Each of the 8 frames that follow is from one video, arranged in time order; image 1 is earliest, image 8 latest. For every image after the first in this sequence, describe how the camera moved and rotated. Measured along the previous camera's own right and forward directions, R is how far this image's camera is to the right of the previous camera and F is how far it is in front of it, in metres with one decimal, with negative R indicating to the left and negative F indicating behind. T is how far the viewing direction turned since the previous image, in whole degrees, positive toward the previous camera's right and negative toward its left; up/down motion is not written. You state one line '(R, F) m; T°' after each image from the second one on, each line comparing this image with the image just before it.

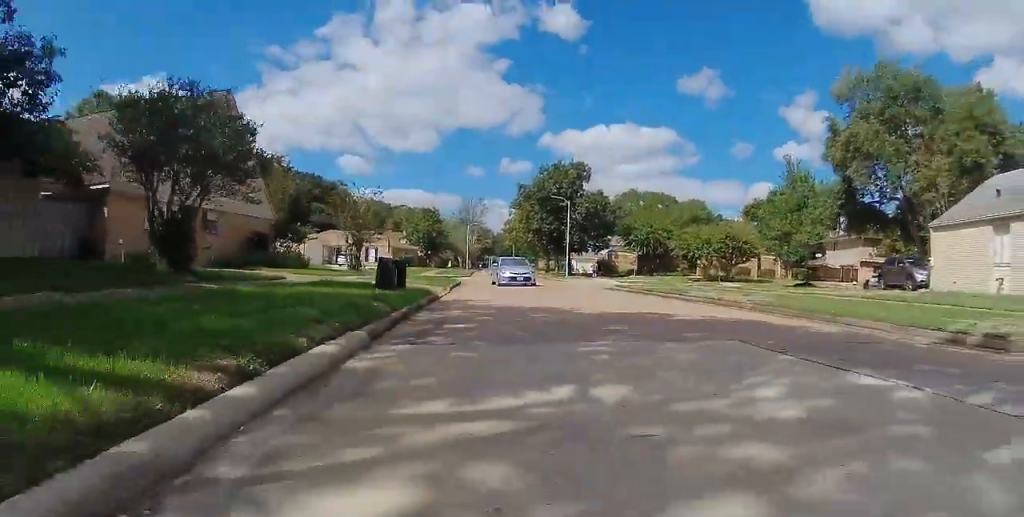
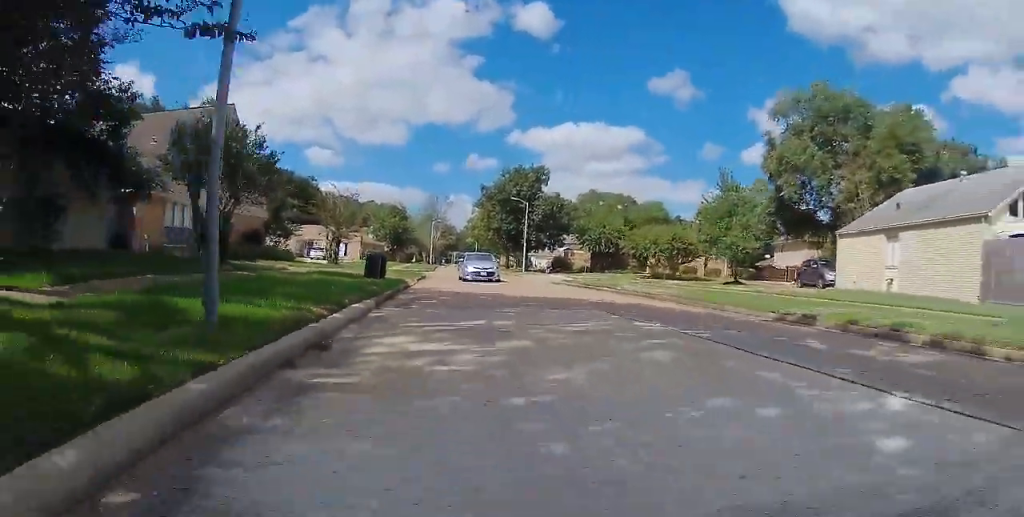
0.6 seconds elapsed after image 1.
(0.0, +4.3) m; -1°
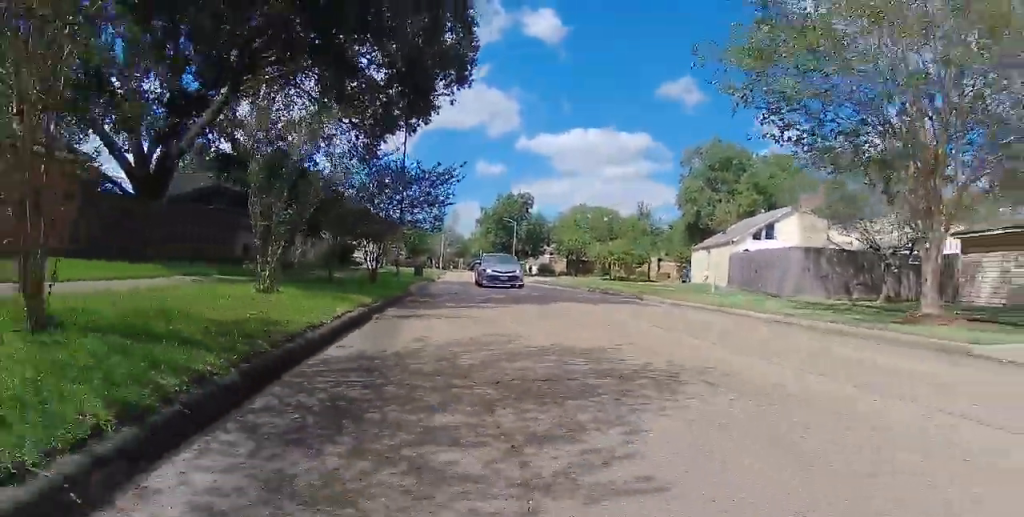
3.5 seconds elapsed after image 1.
(-0.8, +19.8) m; -2°
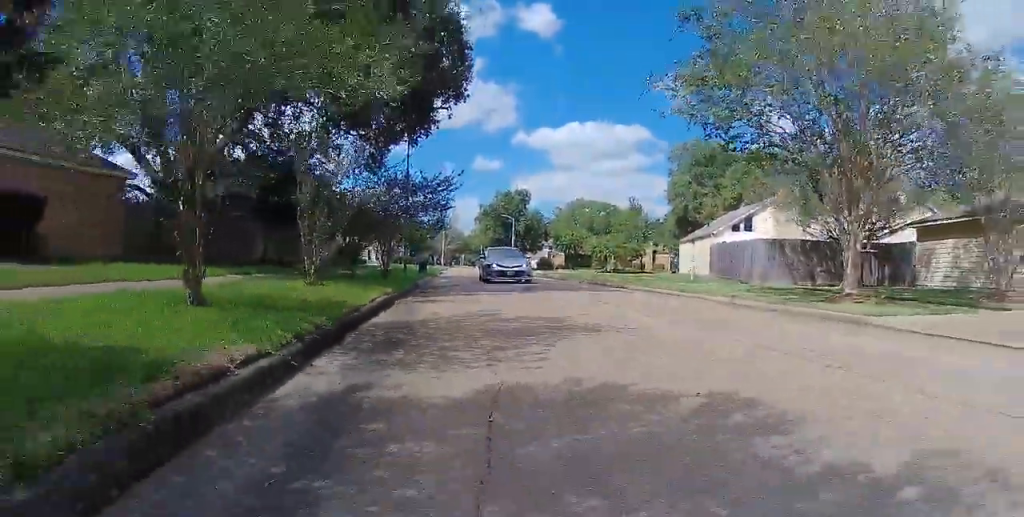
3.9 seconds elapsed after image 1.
(0.0, +3.0) m; 0°
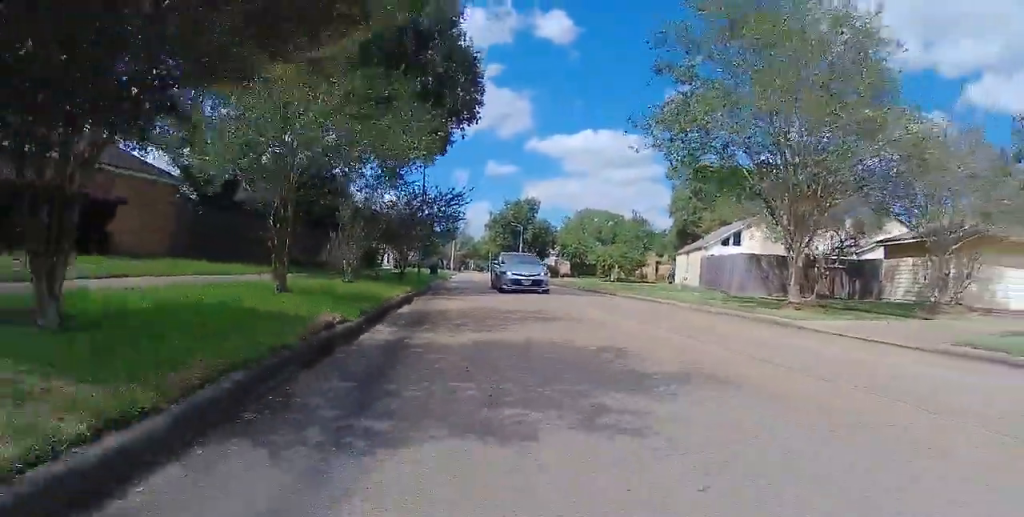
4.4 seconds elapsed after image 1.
(0.0, +3.2) m; 0°
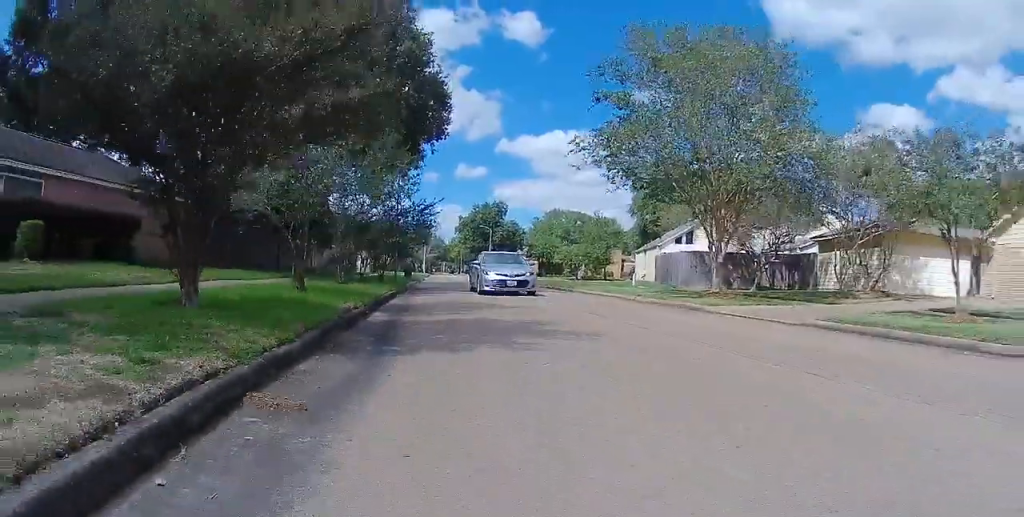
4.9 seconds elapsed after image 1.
(0.0, +3.3) m; +2°
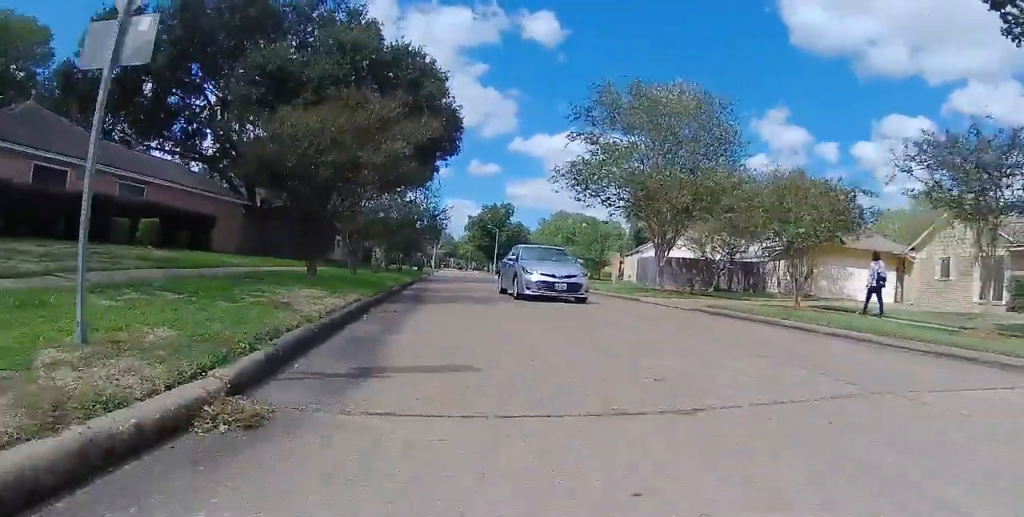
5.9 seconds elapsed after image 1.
(+0.2, +6.4) m; +2°
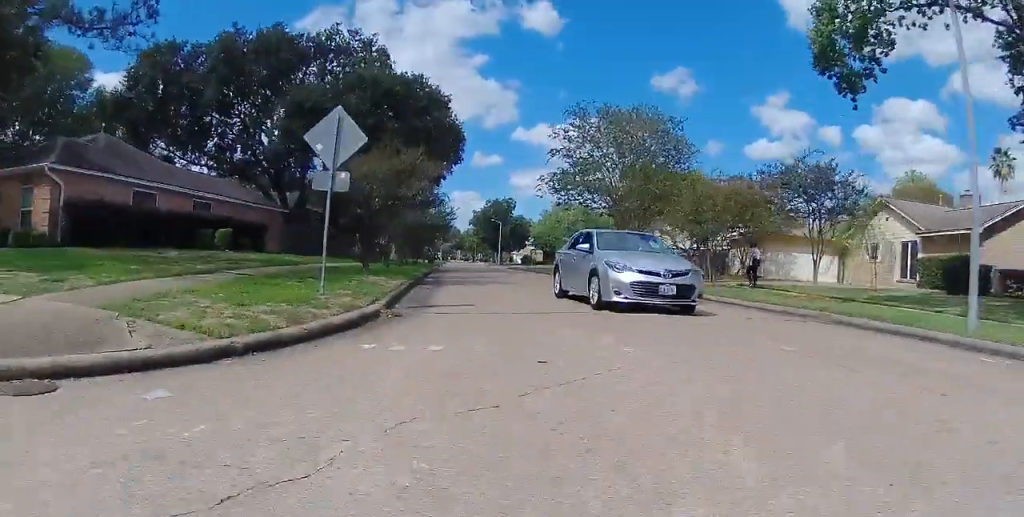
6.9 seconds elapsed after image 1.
(+0.1, +6.7) m; 0°
